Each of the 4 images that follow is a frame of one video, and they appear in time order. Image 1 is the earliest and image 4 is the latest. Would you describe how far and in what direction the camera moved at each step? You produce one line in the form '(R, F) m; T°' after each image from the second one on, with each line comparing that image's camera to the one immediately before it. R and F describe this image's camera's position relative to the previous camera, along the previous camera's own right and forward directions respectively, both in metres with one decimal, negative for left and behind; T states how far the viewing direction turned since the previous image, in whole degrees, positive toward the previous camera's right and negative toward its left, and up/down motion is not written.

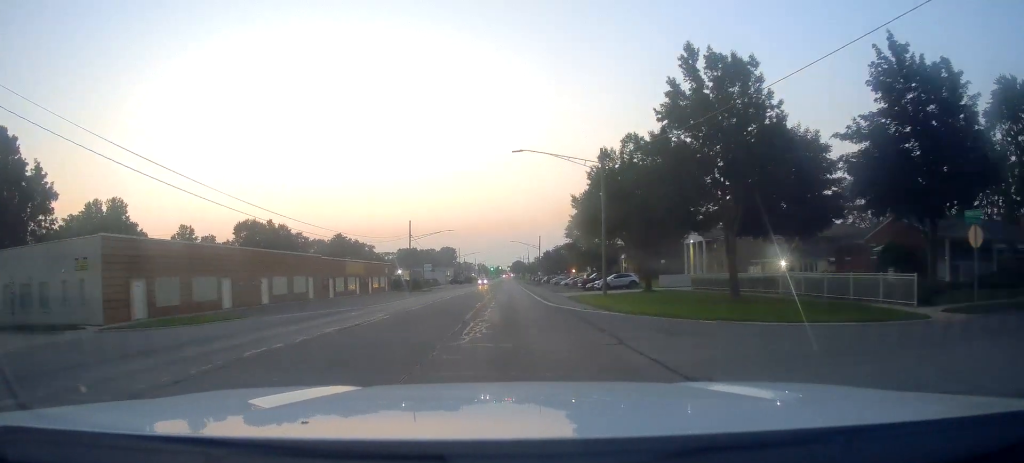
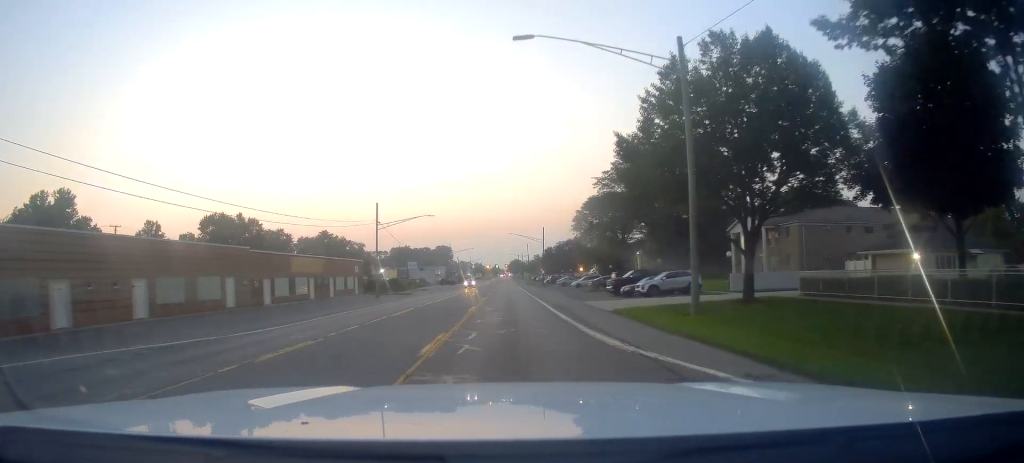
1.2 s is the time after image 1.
(-0.6, +19.7) m; -2°
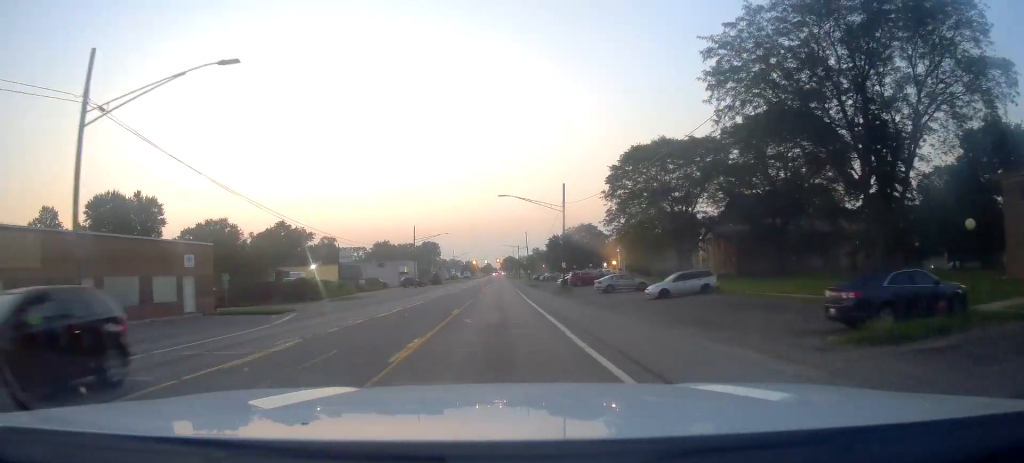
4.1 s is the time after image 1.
(-0.1, +45.9) m; 0°
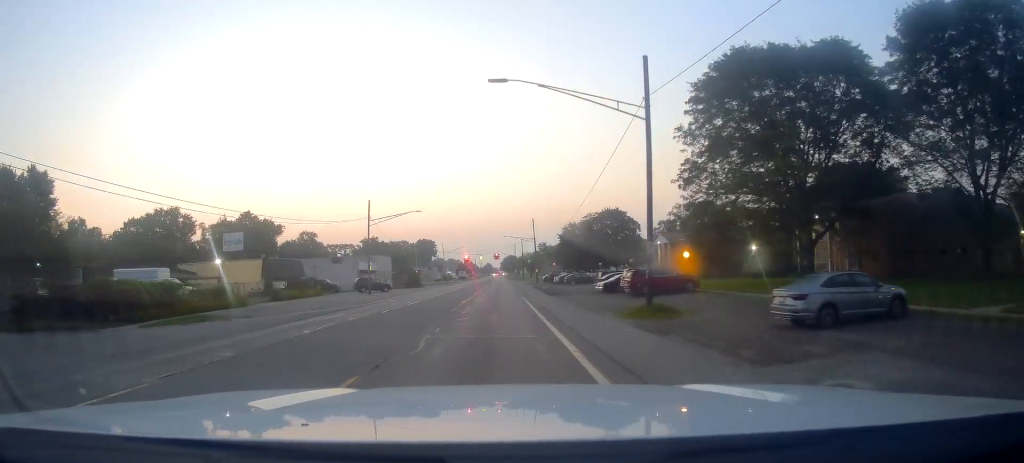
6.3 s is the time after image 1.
(+1.3, +33.3) m; +3°
